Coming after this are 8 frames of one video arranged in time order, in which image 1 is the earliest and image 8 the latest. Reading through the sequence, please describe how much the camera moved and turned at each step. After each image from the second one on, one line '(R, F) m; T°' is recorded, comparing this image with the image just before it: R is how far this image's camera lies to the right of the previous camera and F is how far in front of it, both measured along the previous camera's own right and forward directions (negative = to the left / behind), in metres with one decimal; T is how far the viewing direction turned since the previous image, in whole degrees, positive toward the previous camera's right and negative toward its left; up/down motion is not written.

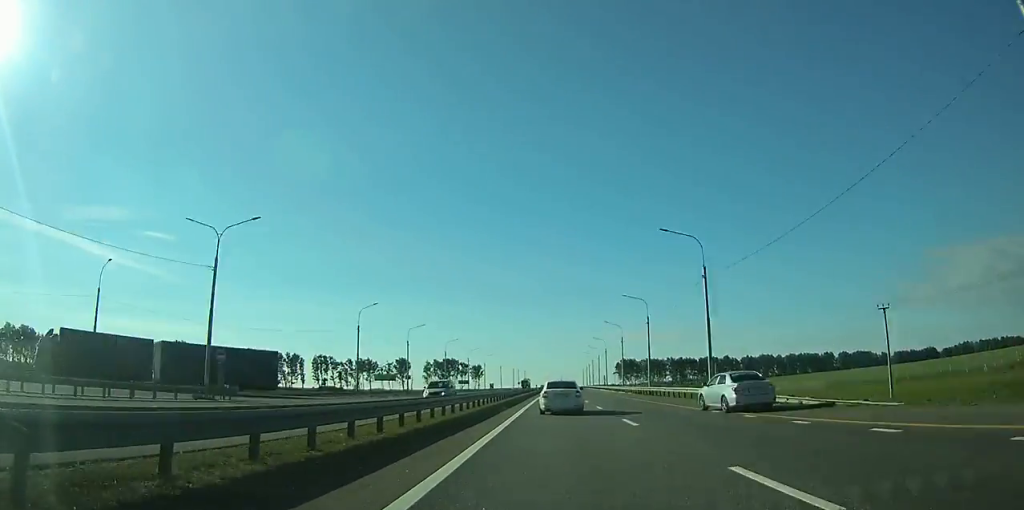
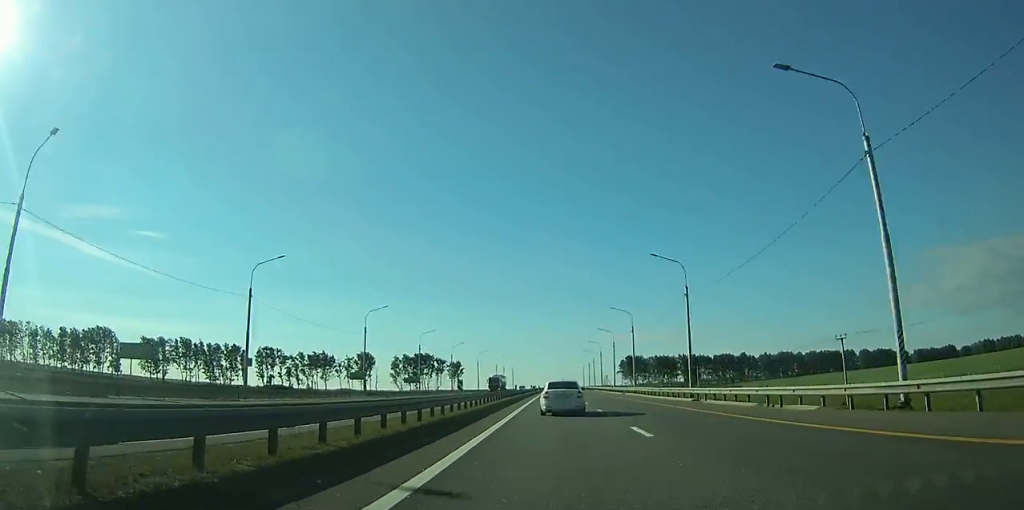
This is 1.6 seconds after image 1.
(+0.4, +48.9) m; +1°
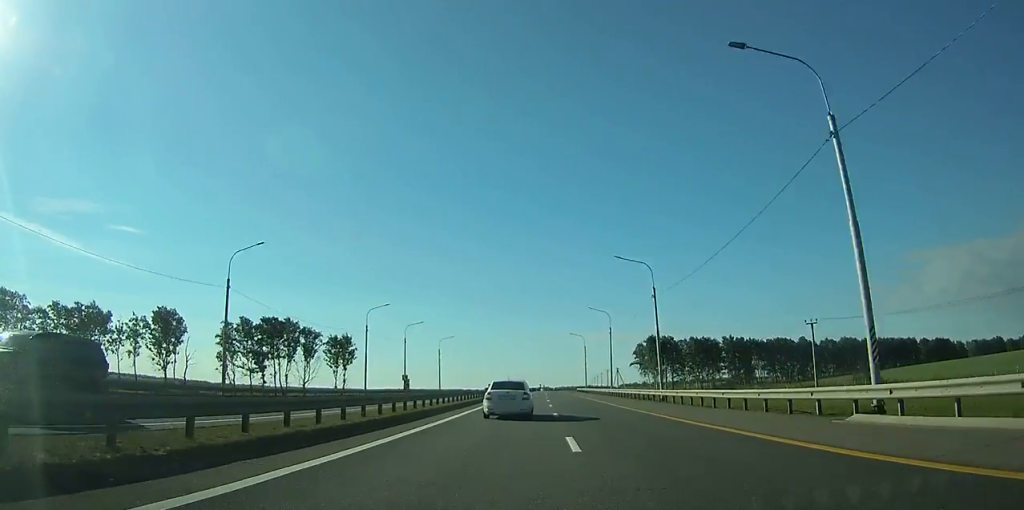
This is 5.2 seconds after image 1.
(+1.7, +113.0) m; +1°
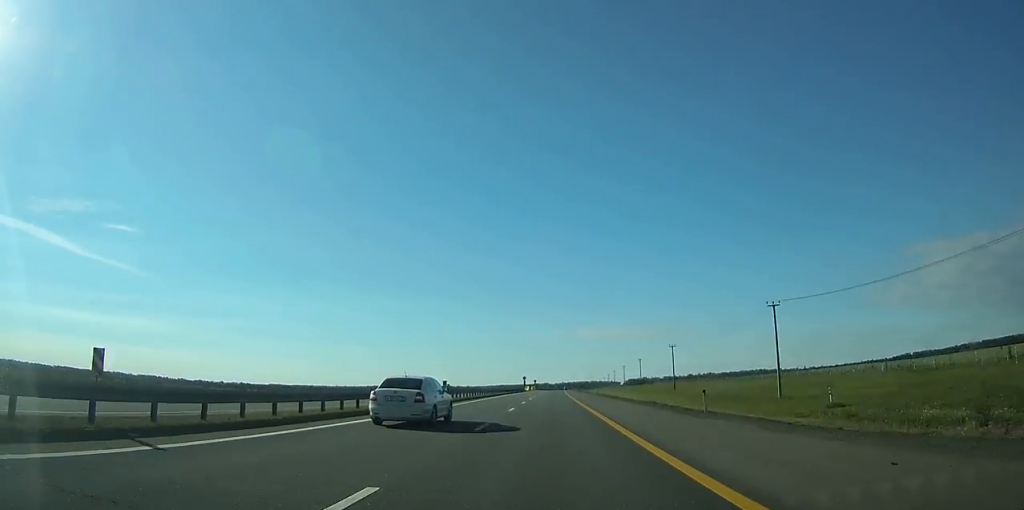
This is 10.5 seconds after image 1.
(+1.0, +170.7) m; +1°
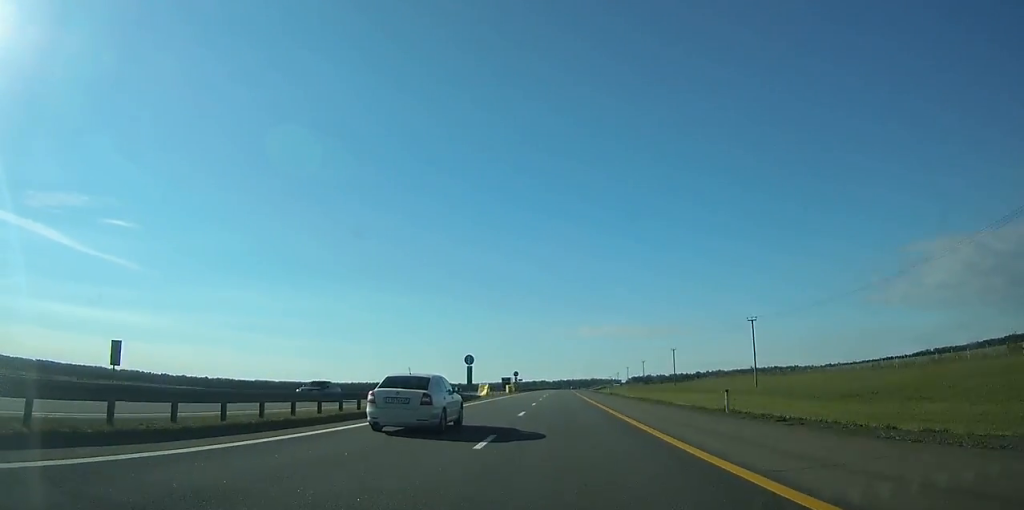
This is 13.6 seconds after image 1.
(+0.3, +104.6) m; +1°
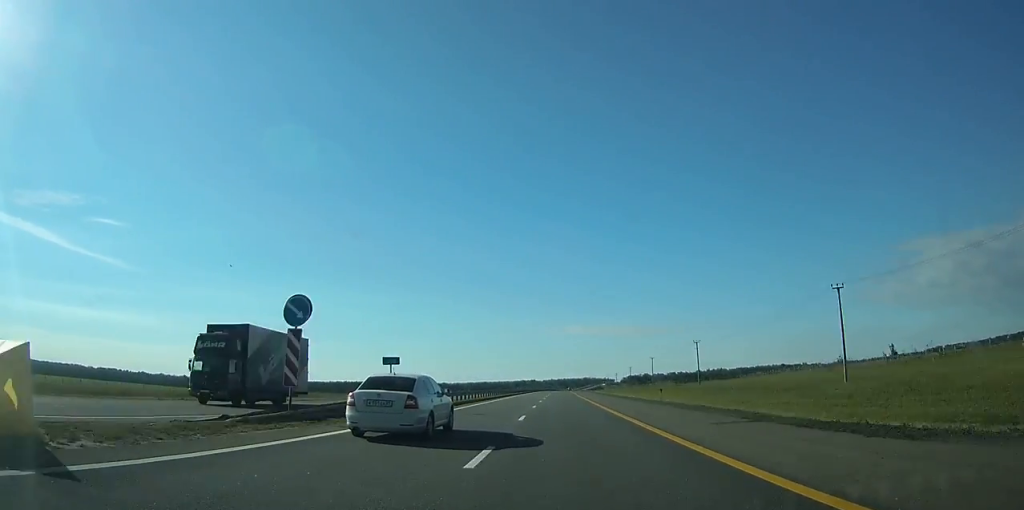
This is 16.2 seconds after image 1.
(+0.5, +90.4) m; +1°
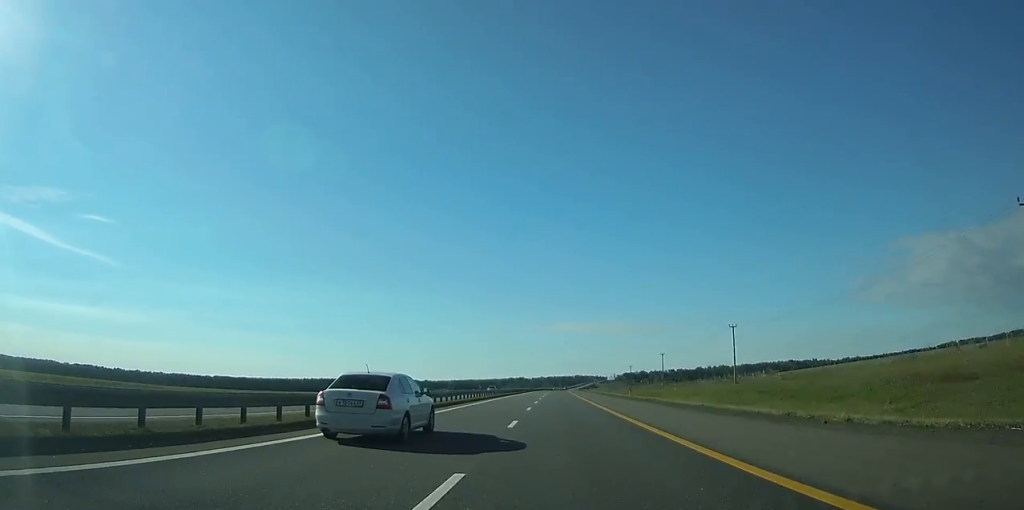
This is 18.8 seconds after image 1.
(+0.5, +89.2) m; +1°
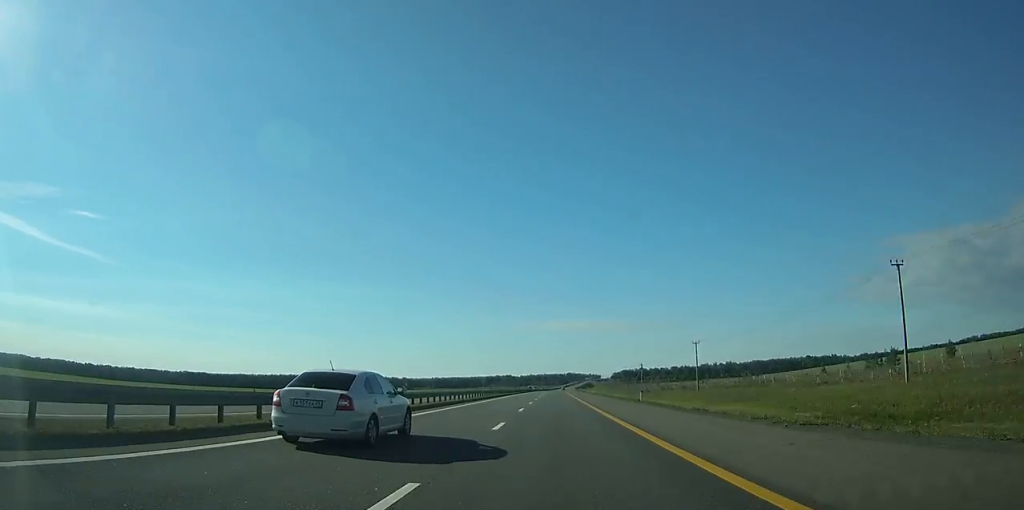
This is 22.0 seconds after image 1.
(+0.9, +111.7) m; +1°
